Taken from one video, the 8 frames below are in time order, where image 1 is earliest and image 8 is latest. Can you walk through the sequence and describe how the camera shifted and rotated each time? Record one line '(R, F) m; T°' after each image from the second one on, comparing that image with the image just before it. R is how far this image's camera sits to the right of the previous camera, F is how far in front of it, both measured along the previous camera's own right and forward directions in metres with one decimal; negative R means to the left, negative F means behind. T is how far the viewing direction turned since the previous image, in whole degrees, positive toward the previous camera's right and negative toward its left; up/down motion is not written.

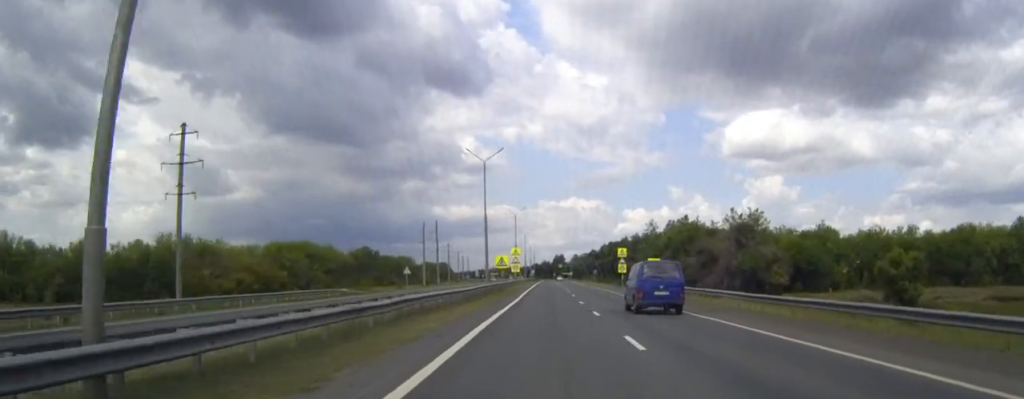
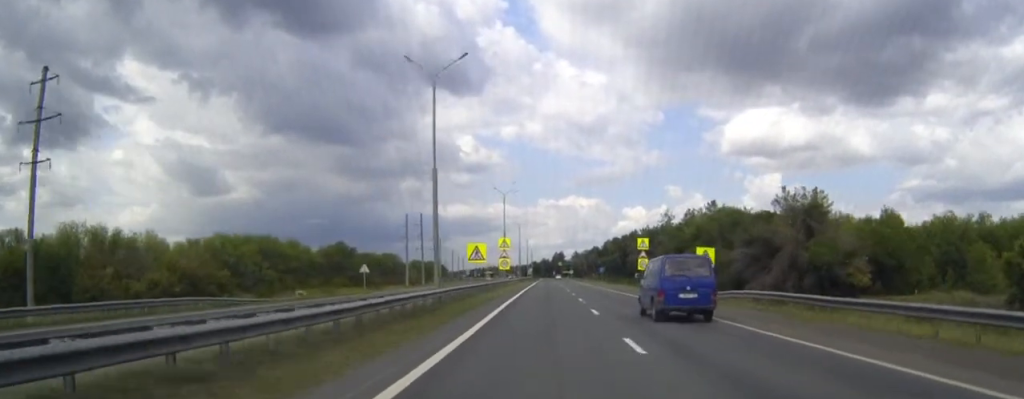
(0.0, +24.8) m; 0°
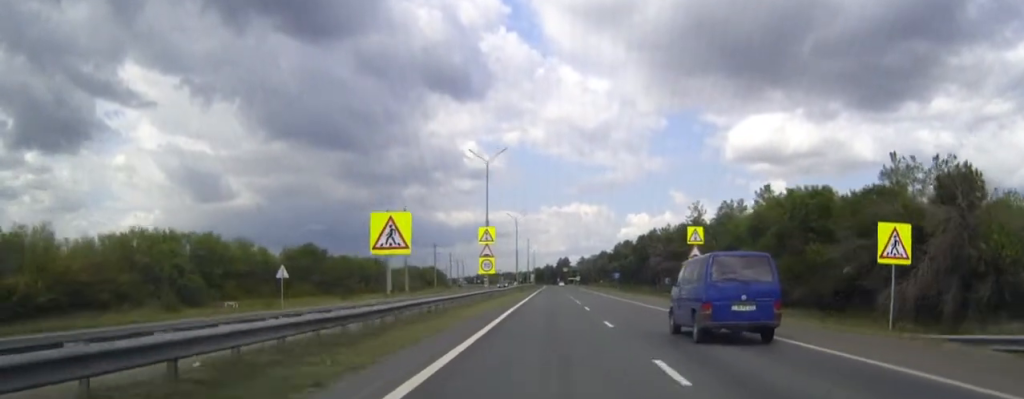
(0.0, +27.6) m; 0°
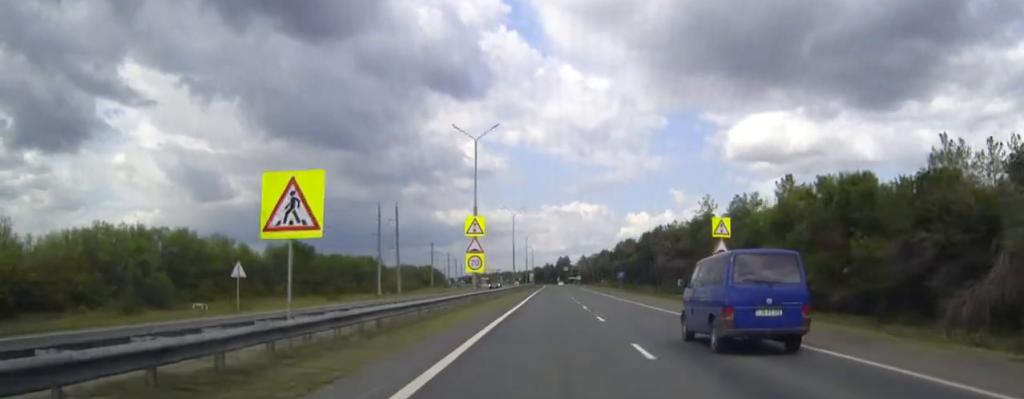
(0.0, +8.5) m; 0°
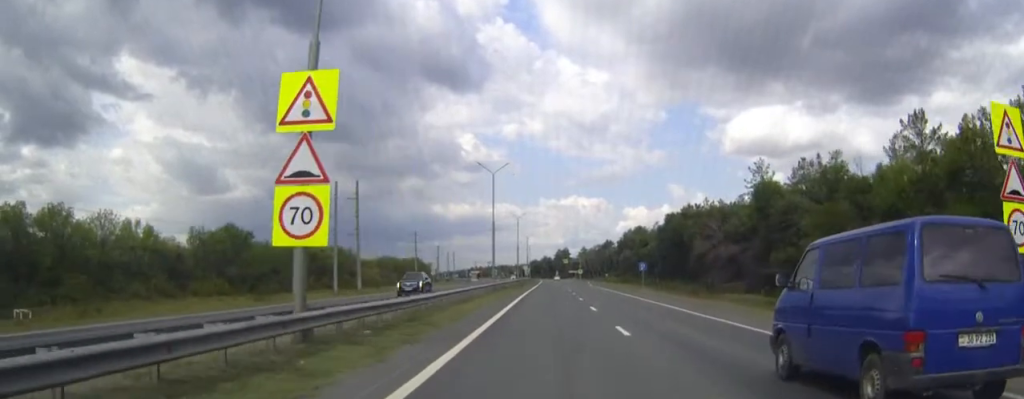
(0.0, +31.8) m; 0°
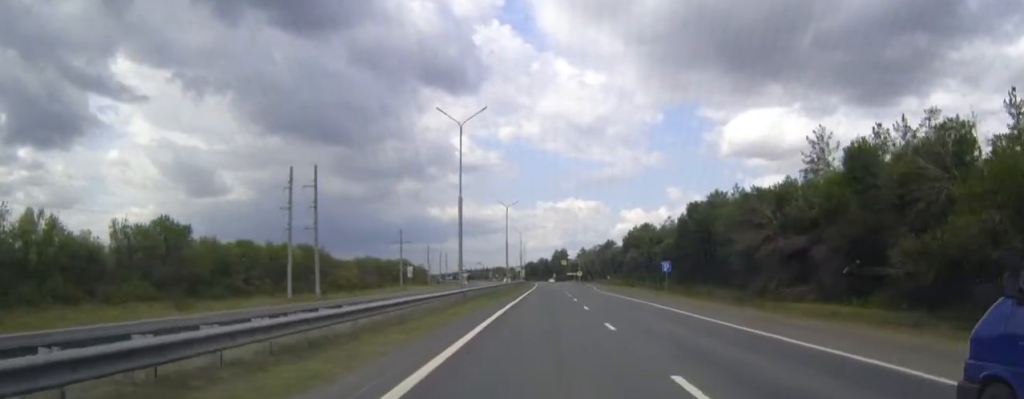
(0.0, +21.9) m; 0°
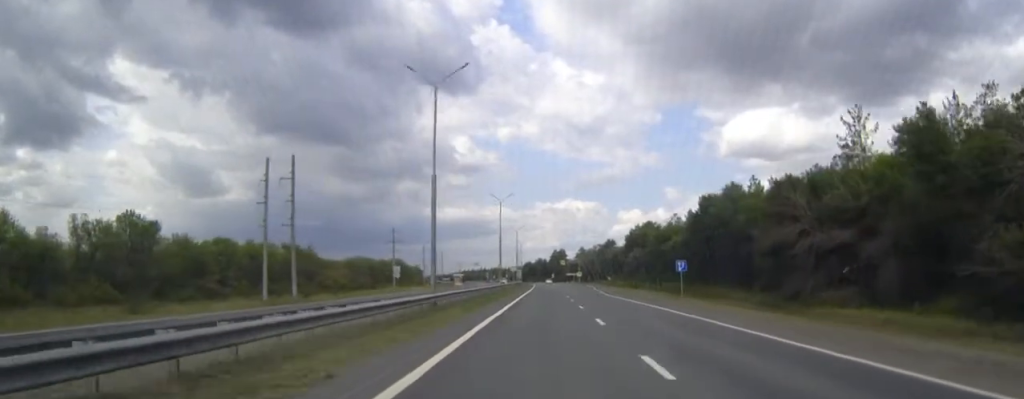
(0.0, +9.2) m; 0°
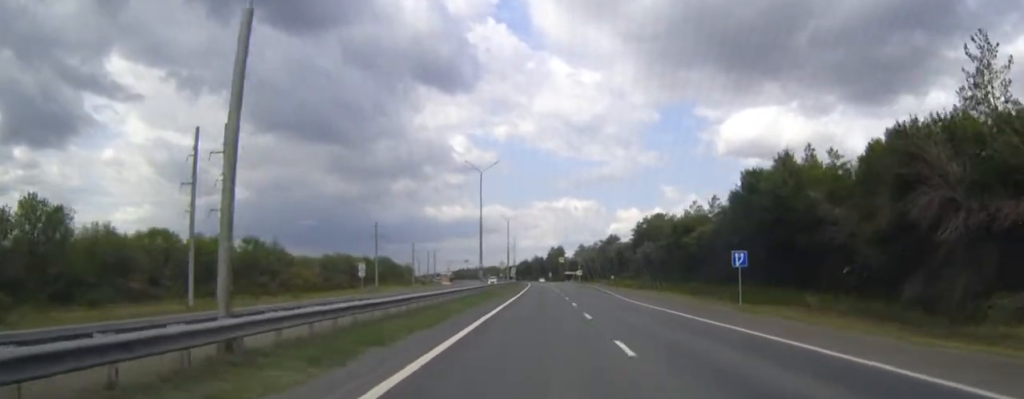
(0.0, +21.1) m; 0°
